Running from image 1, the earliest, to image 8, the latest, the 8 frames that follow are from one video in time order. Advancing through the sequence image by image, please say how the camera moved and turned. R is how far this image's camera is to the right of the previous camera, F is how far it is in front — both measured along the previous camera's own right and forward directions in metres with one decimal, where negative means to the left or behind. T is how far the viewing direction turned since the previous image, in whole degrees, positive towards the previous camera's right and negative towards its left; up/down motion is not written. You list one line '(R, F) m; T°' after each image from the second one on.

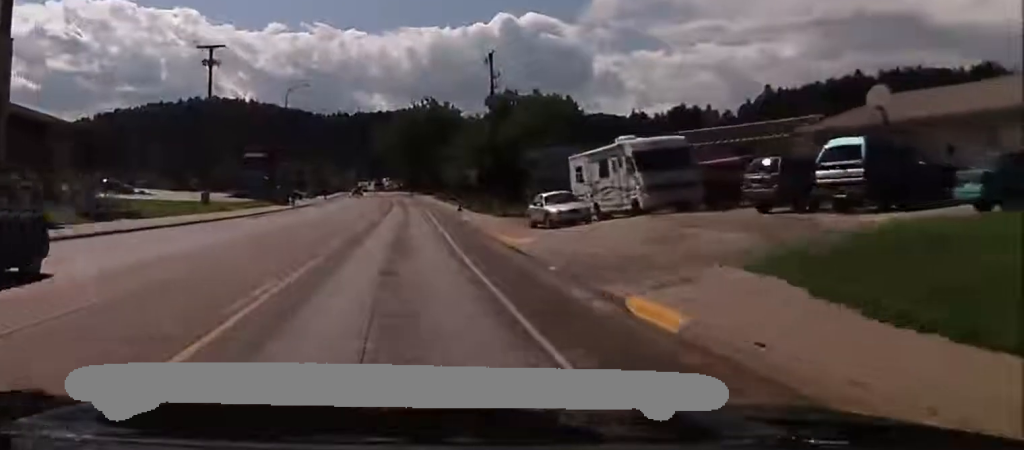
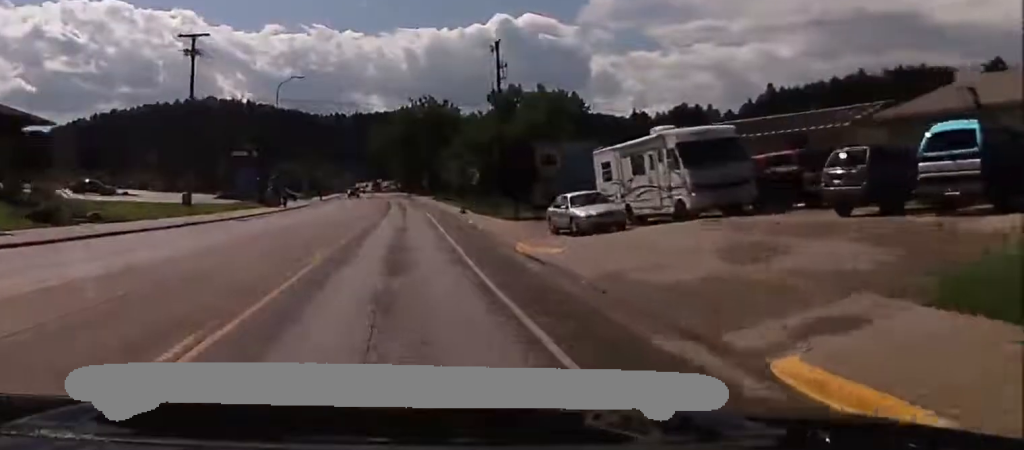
(+0.1, +5.3) m; 0°
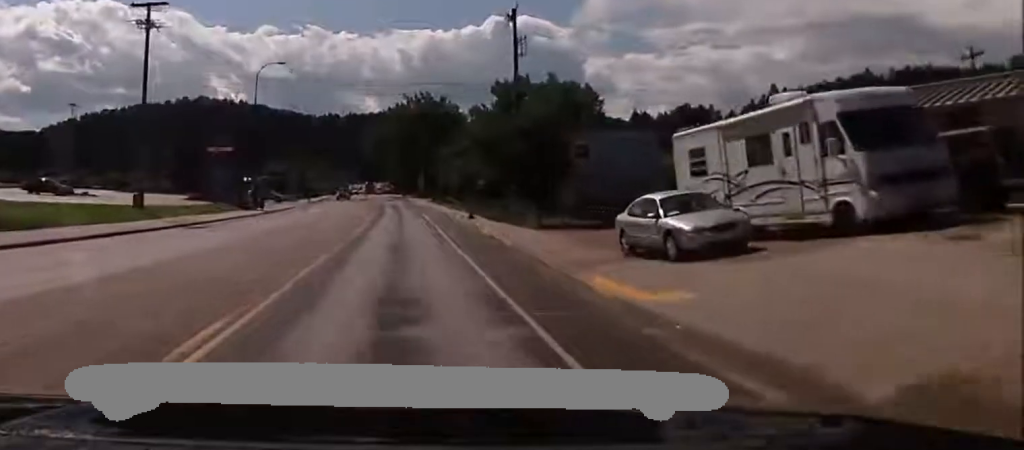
(-0.4, +10.4) m; -1°
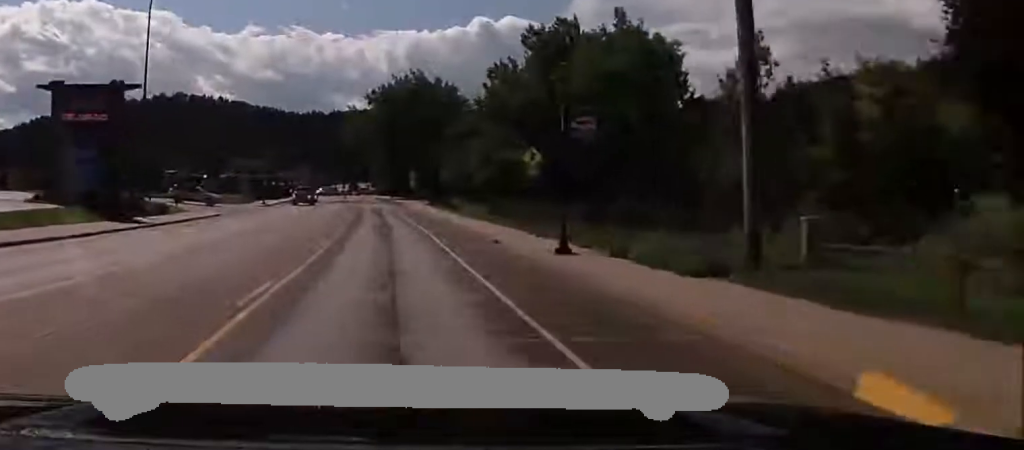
(+0.5, +31.6) m; +1°
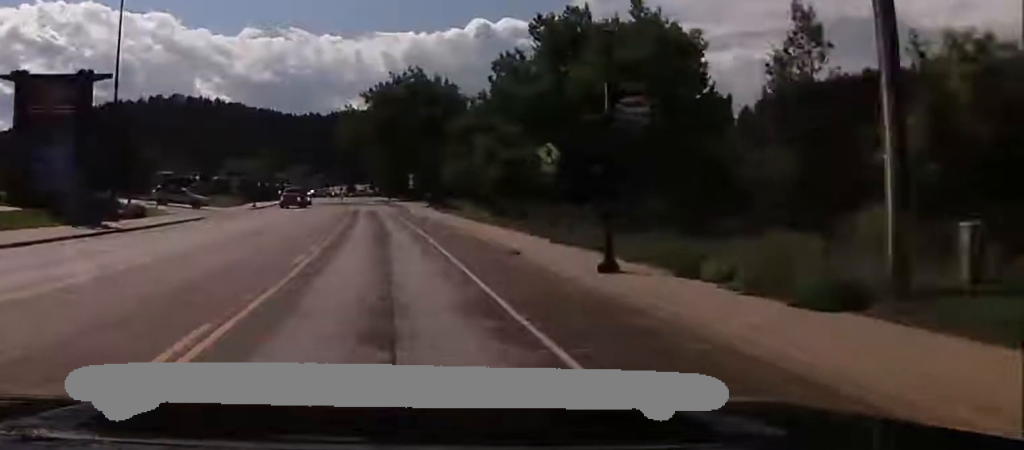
(0.0, +4.6) m; 0°
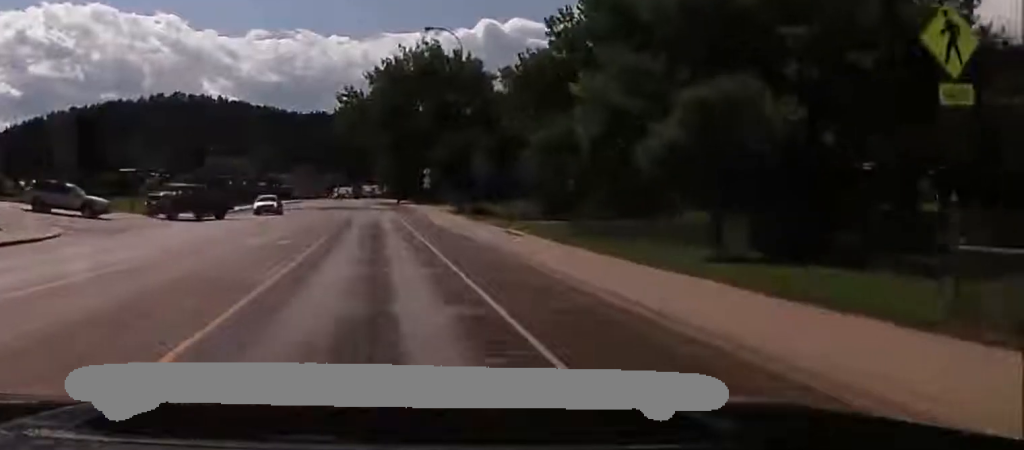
(0.0, +24.8) m; 0°
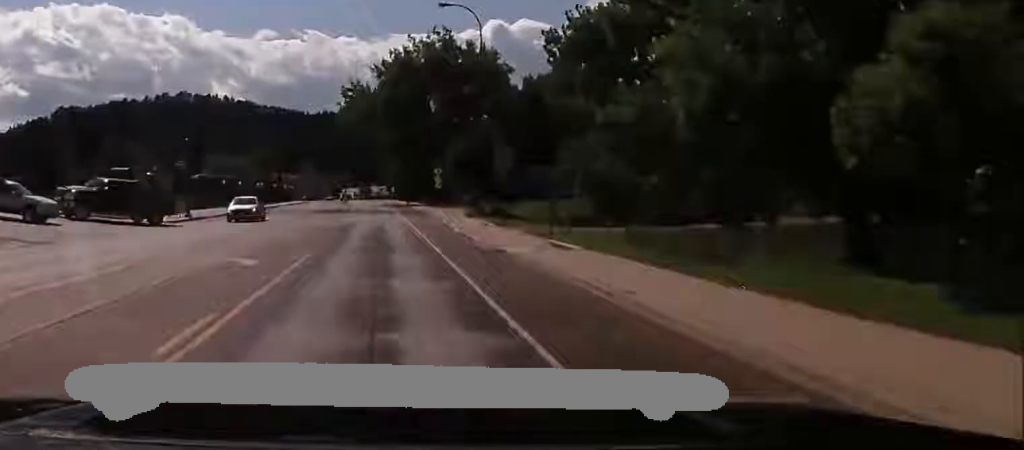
(0.0, +7.7) m; 0°
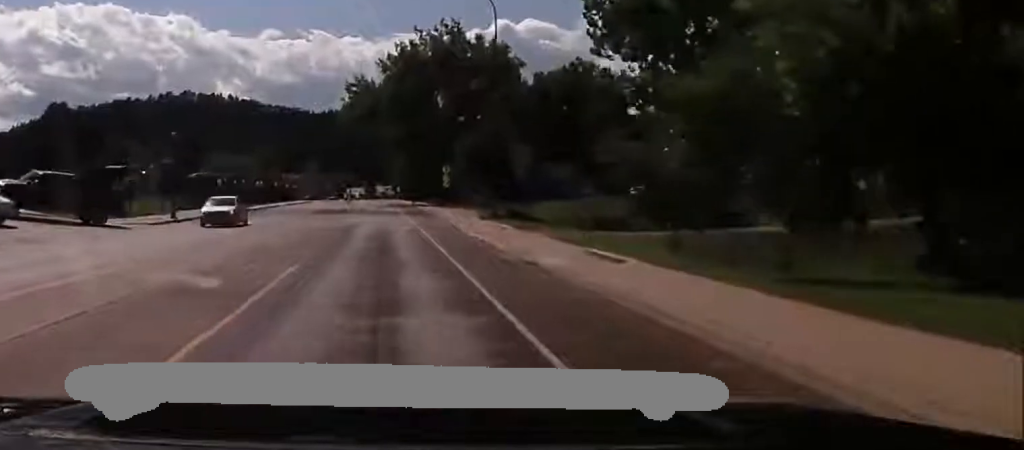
(0.0, +4.6) m; 0°
